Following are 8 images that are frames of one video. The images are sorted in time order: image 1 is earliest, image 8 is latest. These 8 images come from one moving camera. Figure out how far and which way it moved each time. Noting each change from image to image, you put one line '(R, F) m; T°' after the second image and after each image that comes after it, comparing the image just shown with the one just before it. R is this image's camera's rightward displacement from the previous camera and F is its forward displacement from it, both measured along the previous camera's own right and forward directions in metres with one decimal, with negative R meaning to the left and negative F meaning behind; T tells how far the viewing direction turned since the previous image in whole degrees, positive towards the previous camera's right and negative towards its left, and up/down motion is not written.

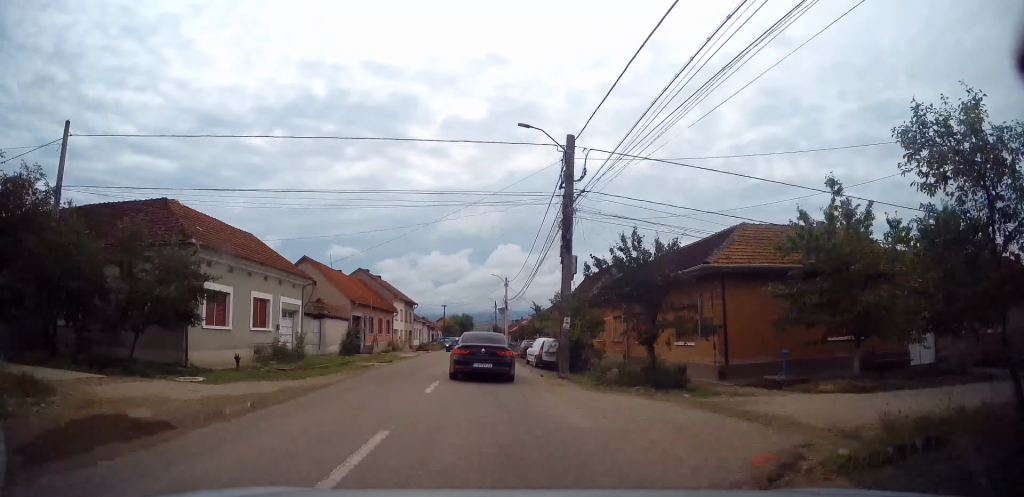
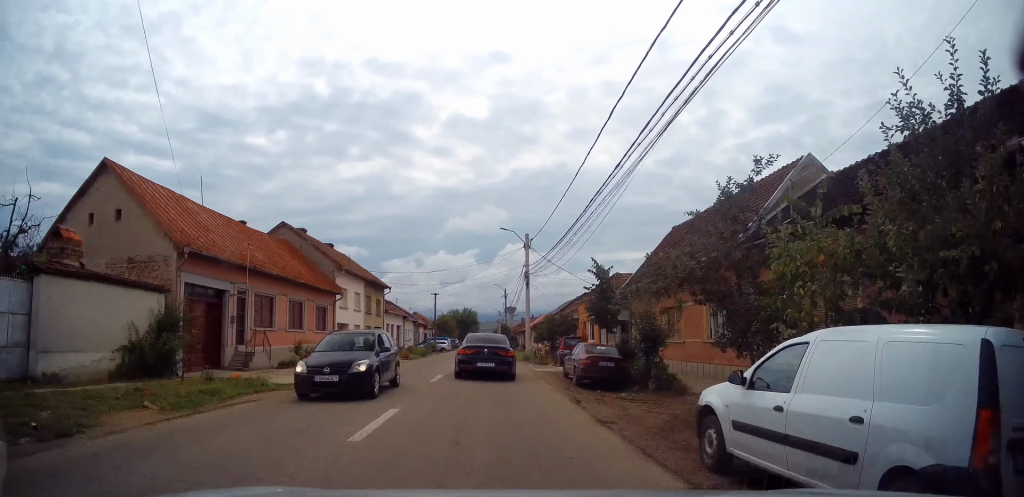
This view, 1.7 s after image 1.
(-0.5, +25.4) m; -2°
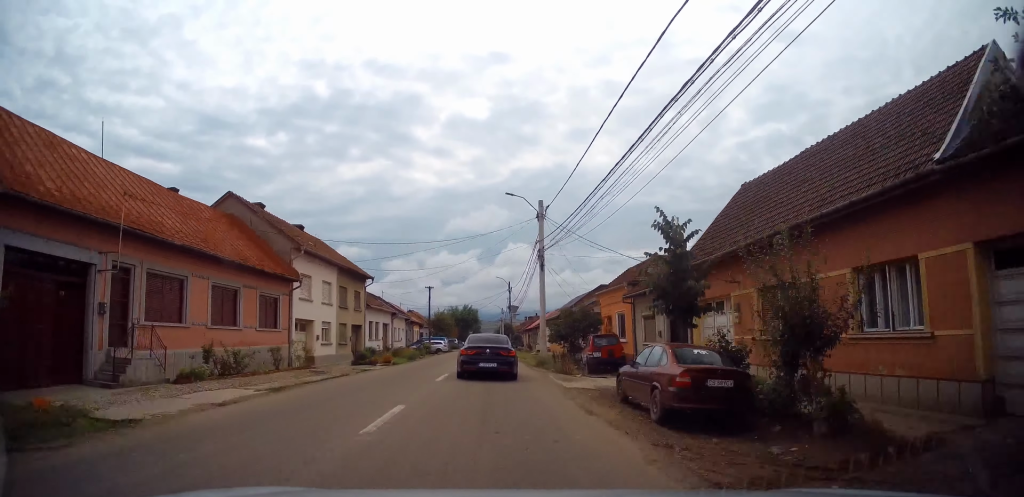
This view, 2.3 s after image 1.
(0.0, +8.4) m; 0°
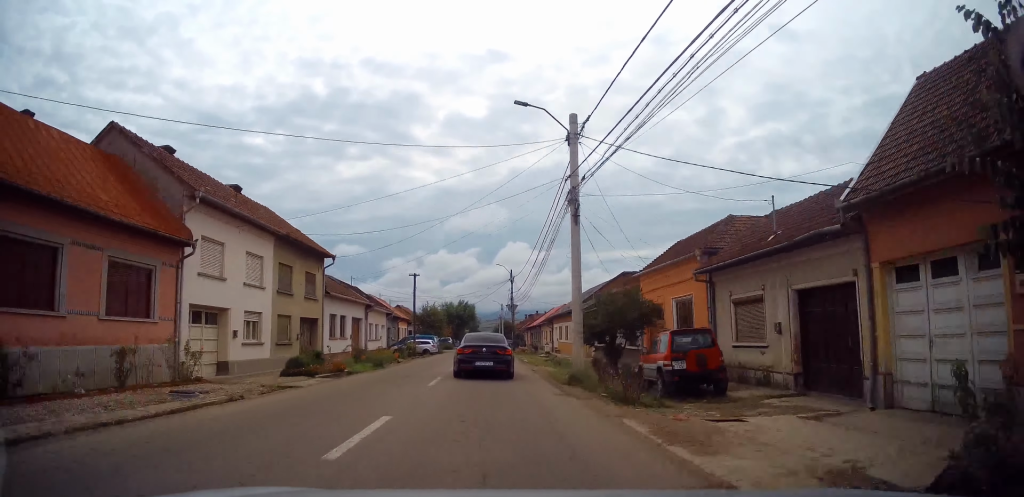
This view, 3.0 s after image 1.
(0.0, +10.4) m; 0°
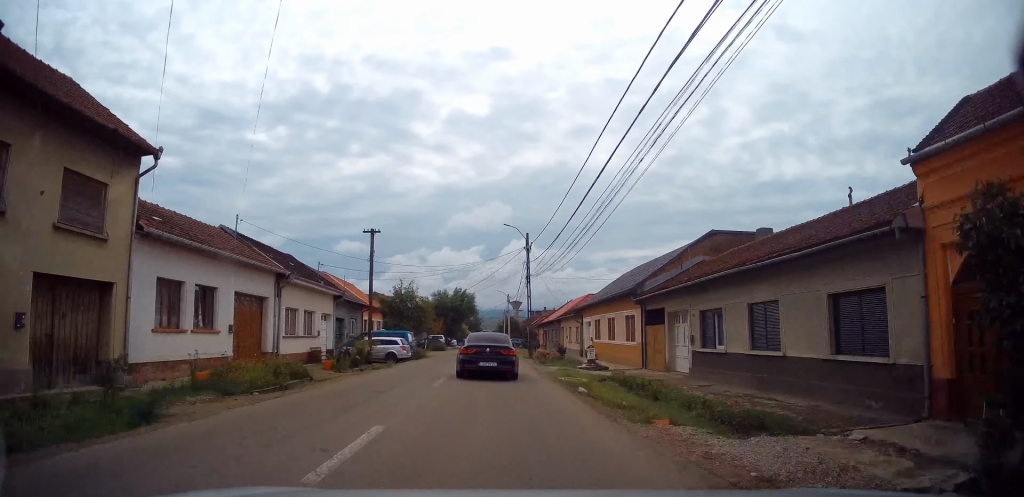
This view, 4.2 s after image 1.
(+0.2, +18.6) m; +1°
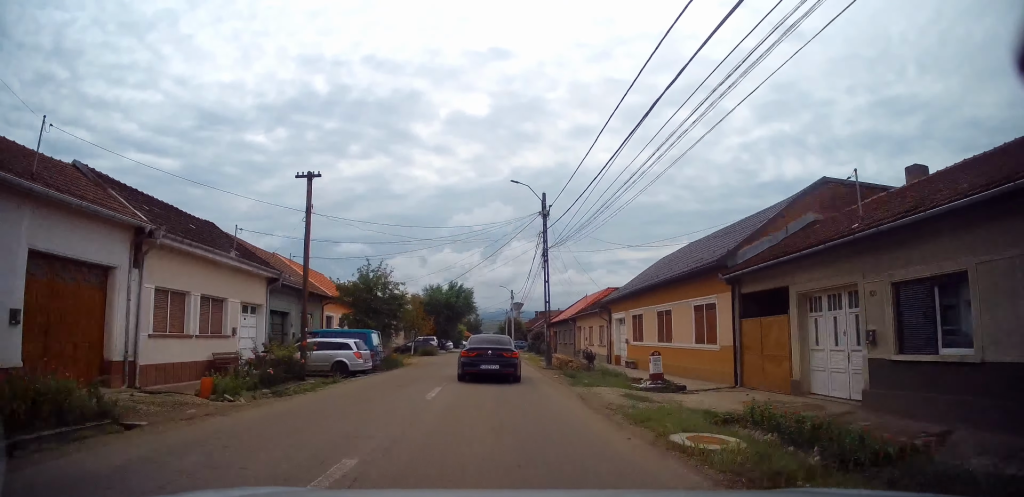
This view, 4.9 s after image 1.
(0.0, +10.7) m; 0°
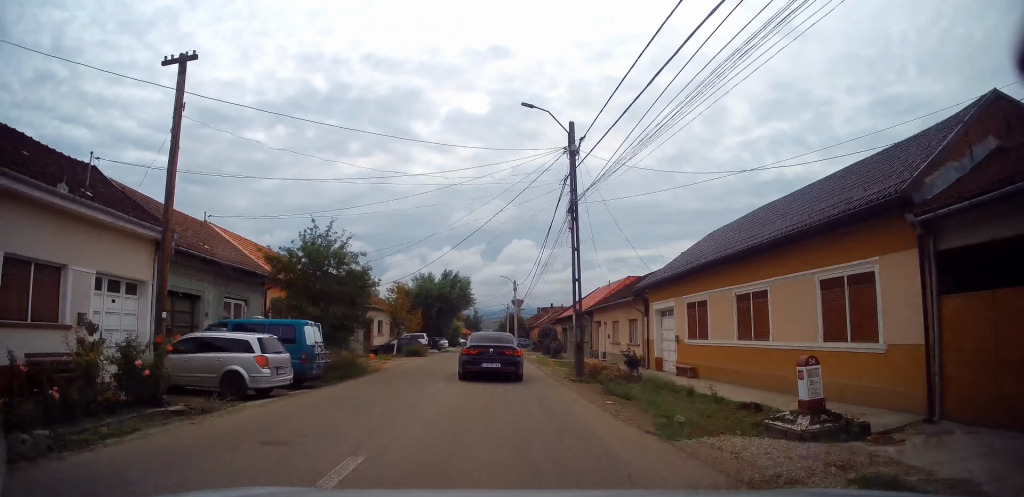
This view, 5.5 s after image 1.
(-0.1, +8.7) m; 0°
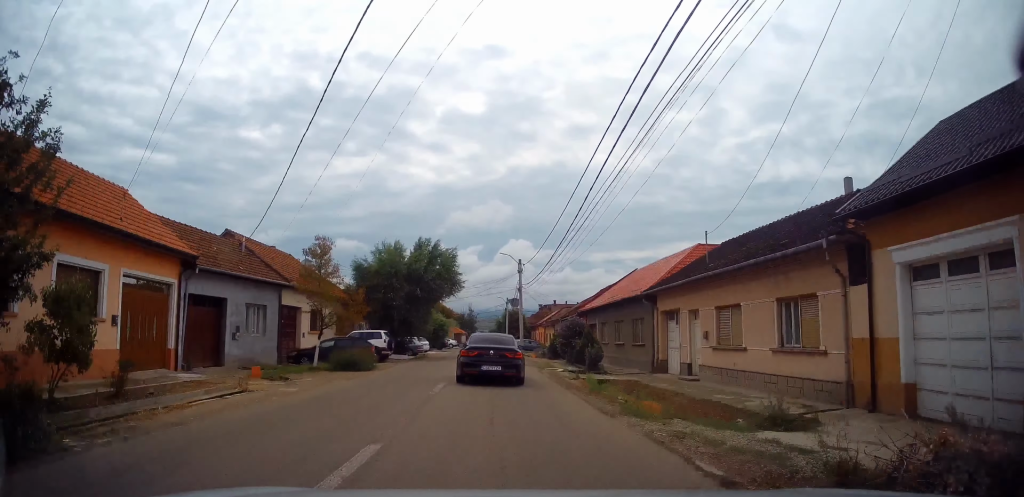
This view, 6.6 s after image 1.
(+0.2, +17.6) m; +1°
